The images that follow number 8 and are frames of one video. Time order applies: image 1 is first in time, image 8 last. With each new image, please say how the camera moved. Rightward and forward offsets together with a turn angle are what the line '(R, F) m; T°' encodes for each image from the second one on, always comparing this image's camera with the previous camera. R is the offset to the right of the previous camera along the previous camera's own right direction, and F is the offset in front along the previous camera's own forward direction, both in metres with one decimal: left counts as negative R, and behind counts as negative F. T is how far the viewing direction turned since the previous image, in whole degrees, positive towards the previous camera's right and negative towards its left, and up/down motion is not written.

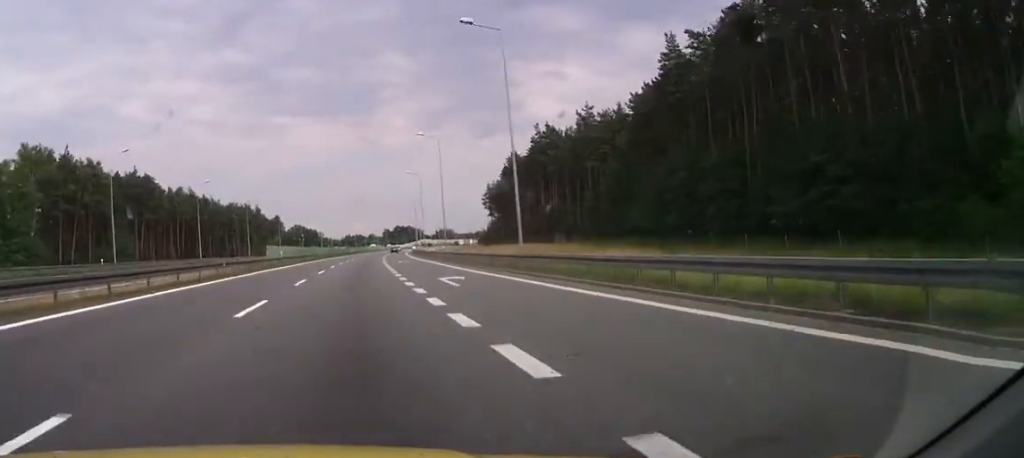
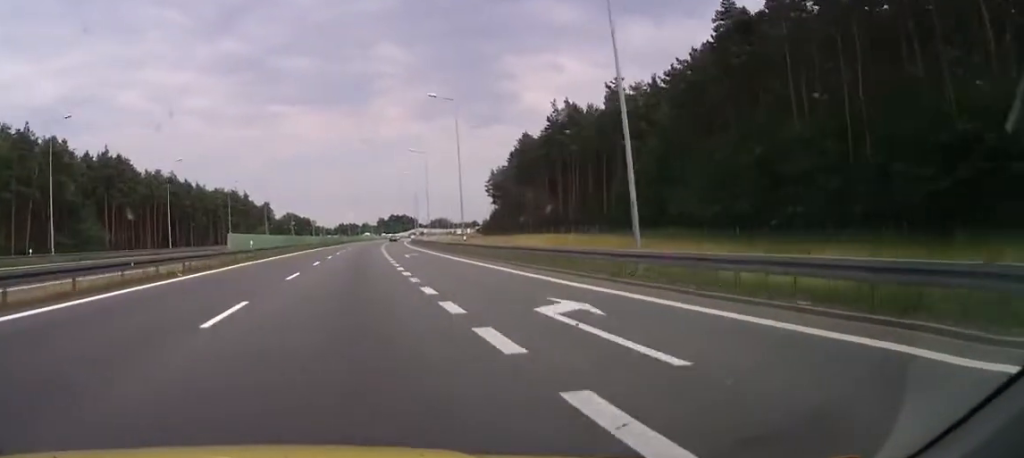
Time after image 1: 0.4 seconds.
(0.0, +14.5) m; 0°
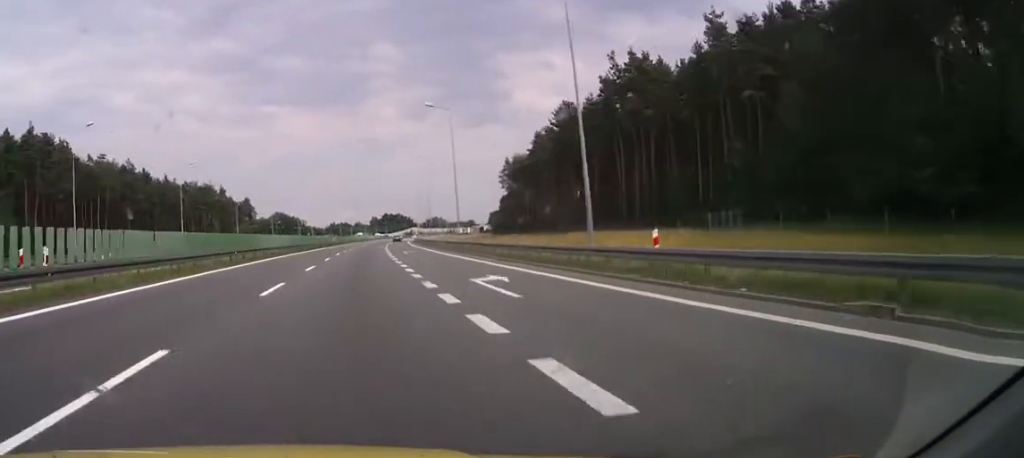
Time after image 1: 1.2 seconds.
(0.0, +30.2) m; 0°
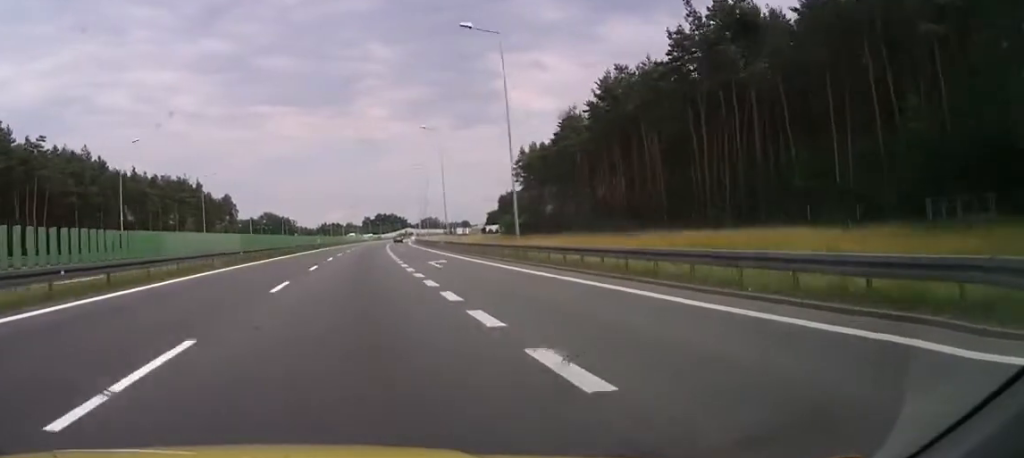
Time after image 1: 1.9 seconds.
(0.0, +23.2) m; 0°
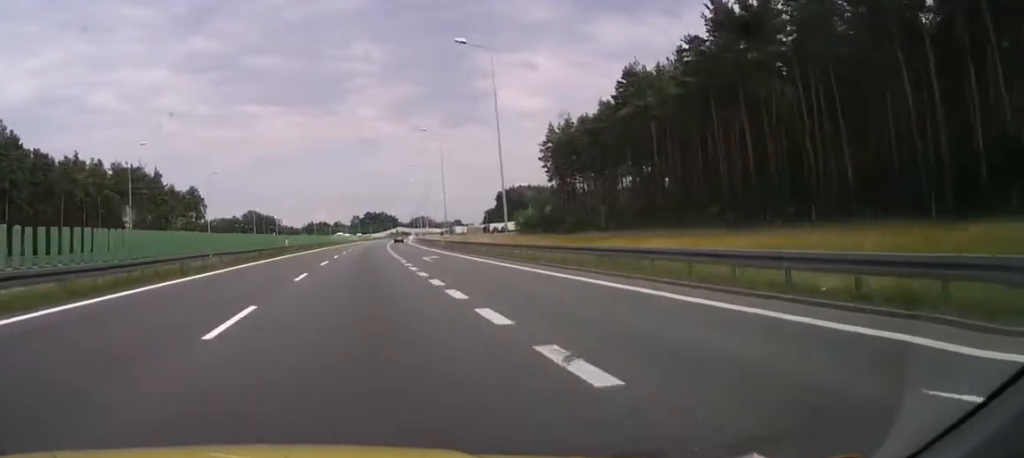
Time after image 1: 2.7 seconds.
(0.0, +31.8) m; 0°
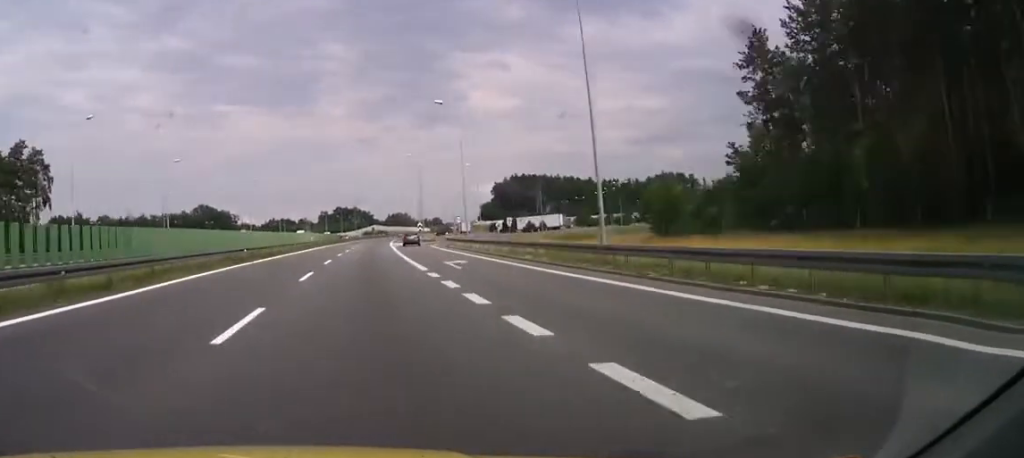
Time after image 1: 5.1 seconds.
(+3.9, +81.9) m; +6°
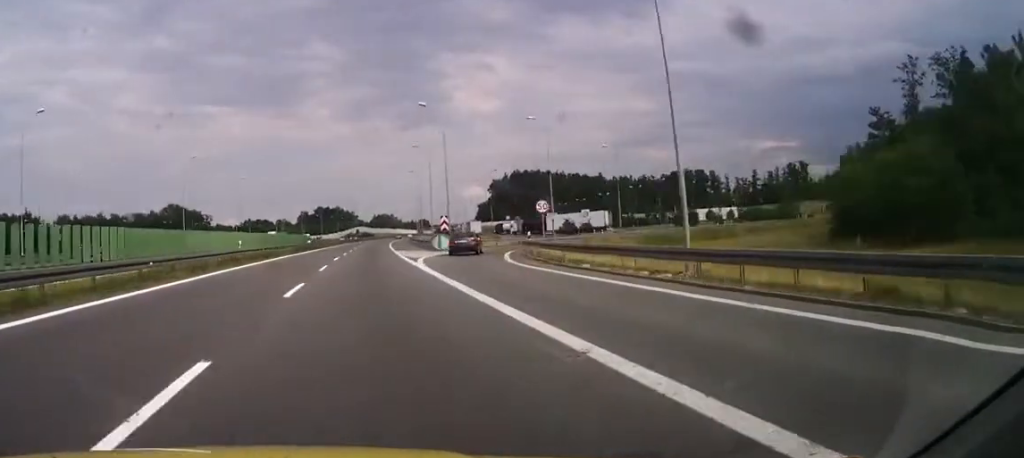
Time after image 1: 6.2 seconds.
(-0.2, +33.1) m; 0°
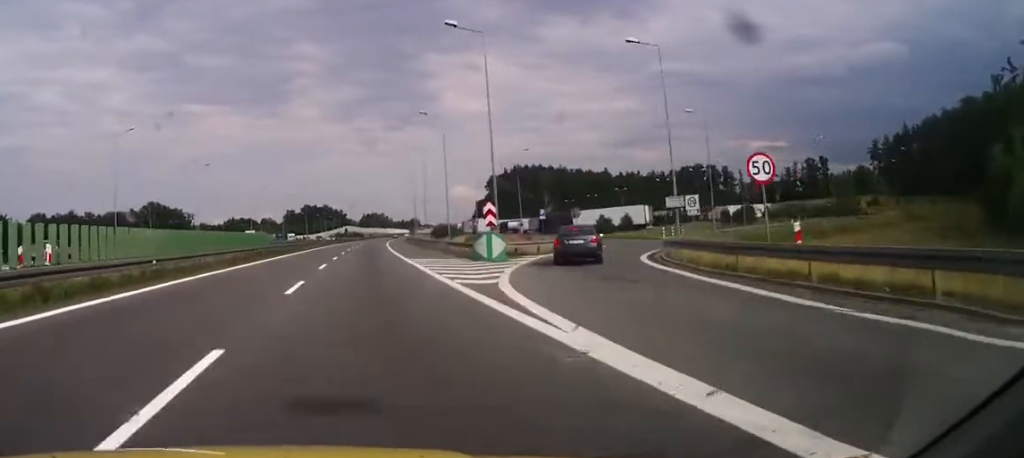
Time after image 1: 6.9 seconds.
(-0.1, +17.6) m; 0°
